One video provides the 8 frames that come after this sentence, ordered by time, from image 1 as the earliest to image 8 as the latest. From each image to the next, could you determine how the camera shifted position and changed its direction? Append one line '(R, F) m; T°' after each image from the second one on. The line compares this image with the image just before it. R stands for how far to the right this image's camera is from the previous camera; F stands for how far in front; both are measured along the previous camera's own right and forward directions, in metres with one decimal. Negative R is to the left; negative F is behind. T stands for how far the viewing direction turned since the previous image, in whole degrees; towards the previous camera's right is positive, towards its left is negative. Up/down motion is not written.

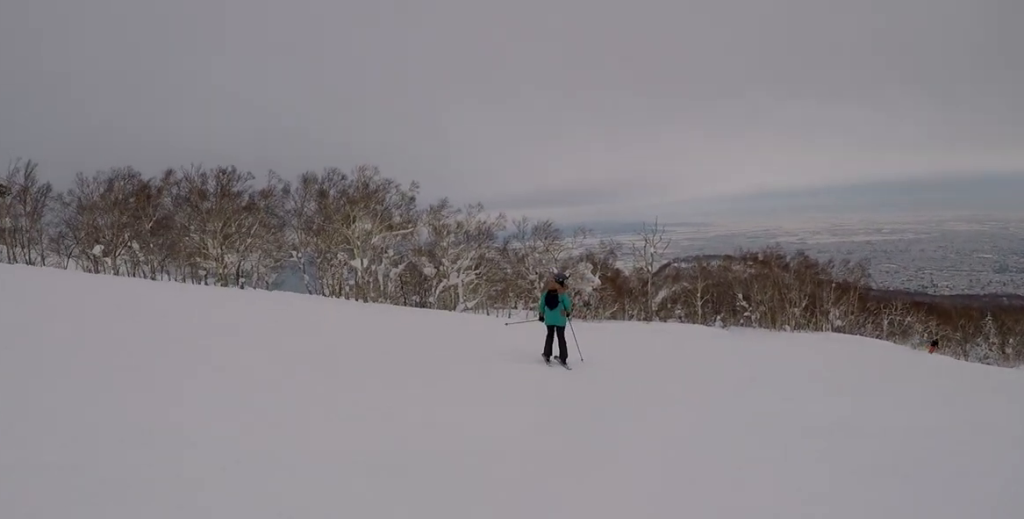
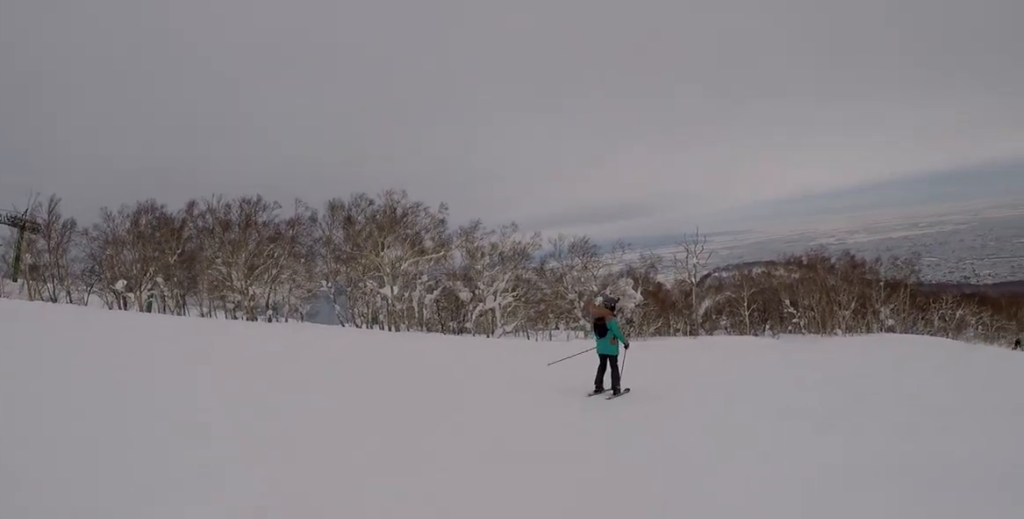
(+1.0, +2.2) m; +1°
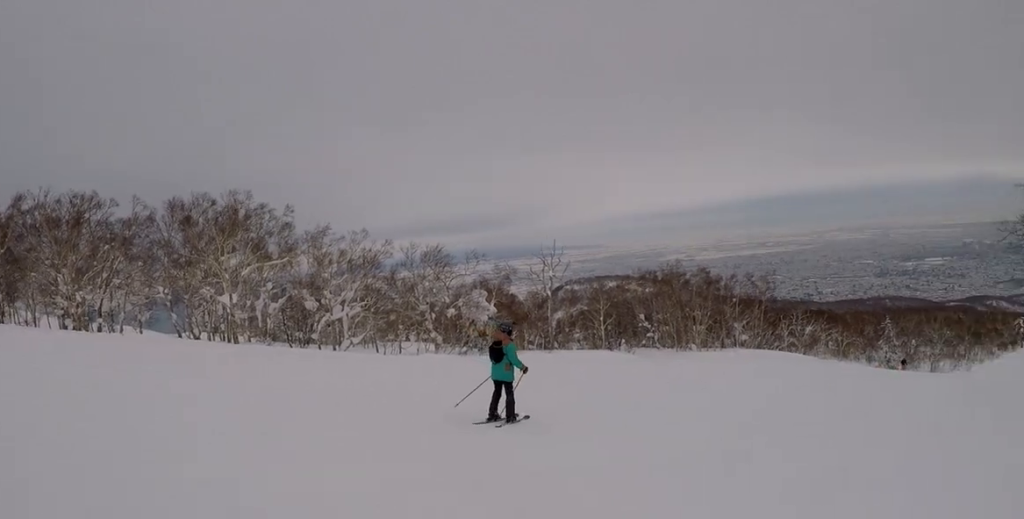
(-0.6, +2.3) m; -7°
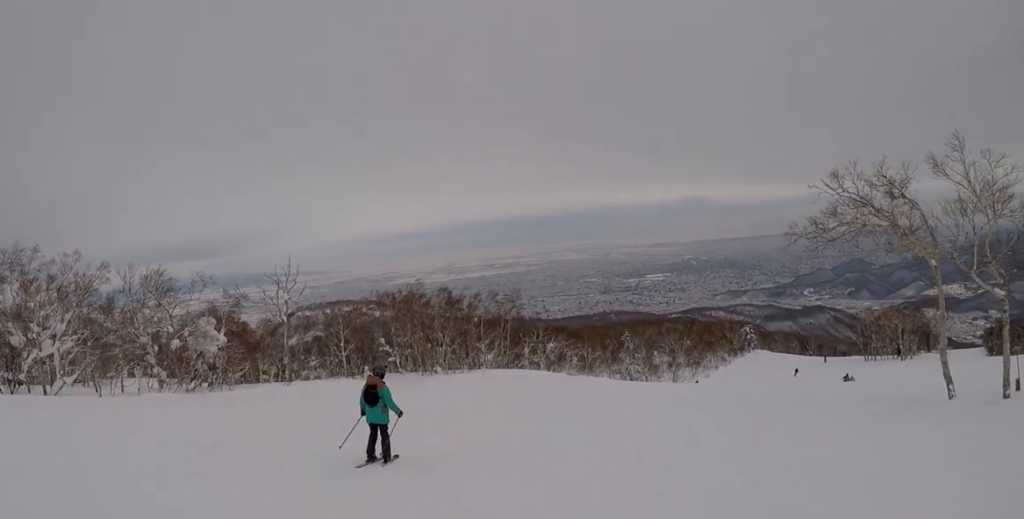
(-0.6, +5.1) m; +7°
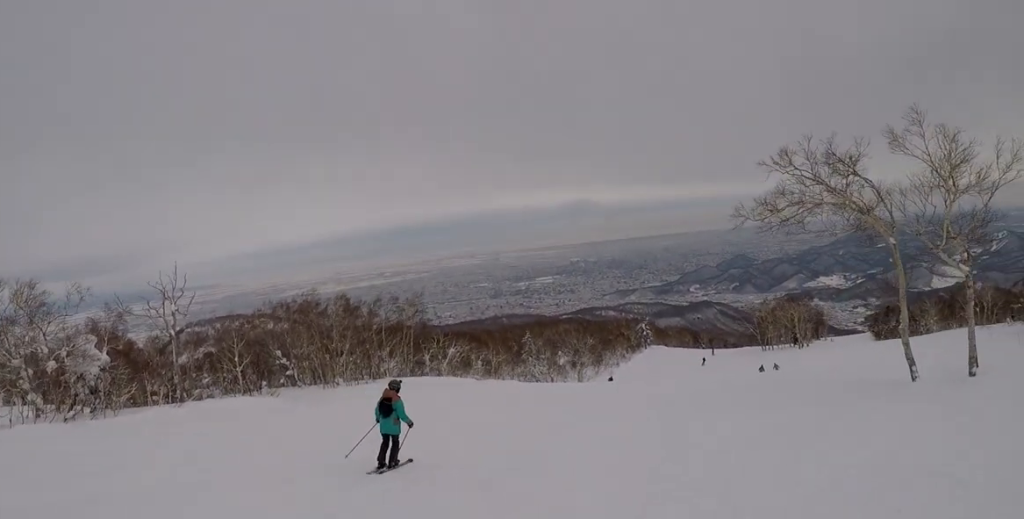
(+0.5, +3.7) m; +20°
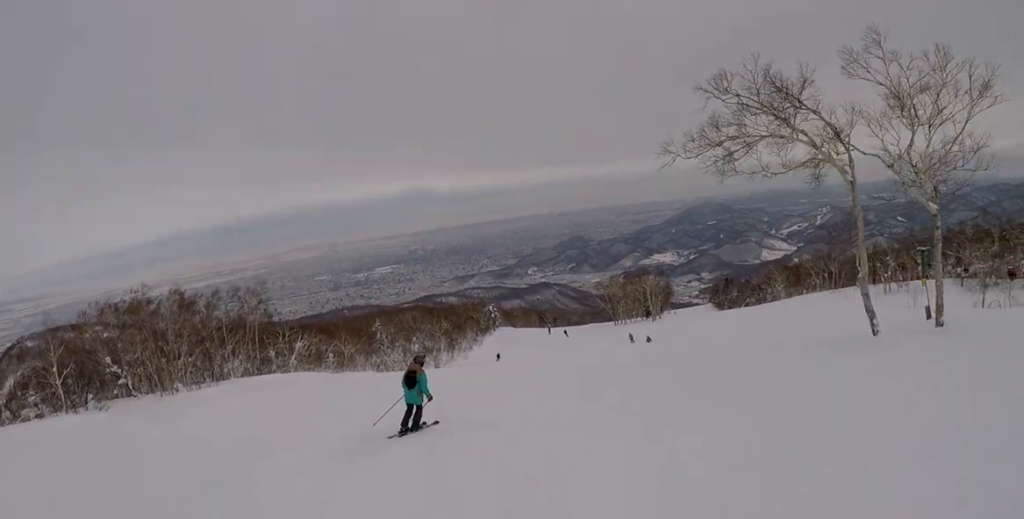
(+1.6, +5.4) m; +25°
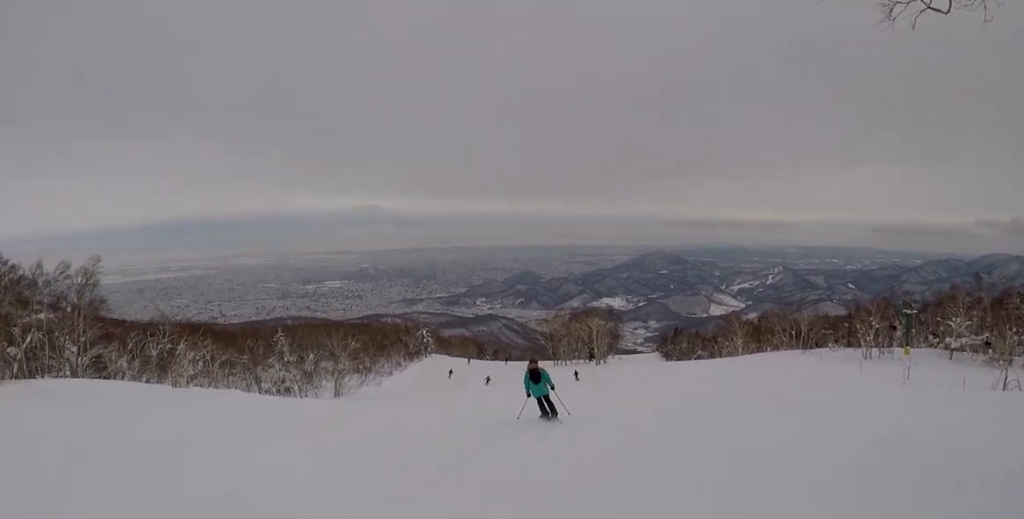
(+0.2, +14.9) m; -14°
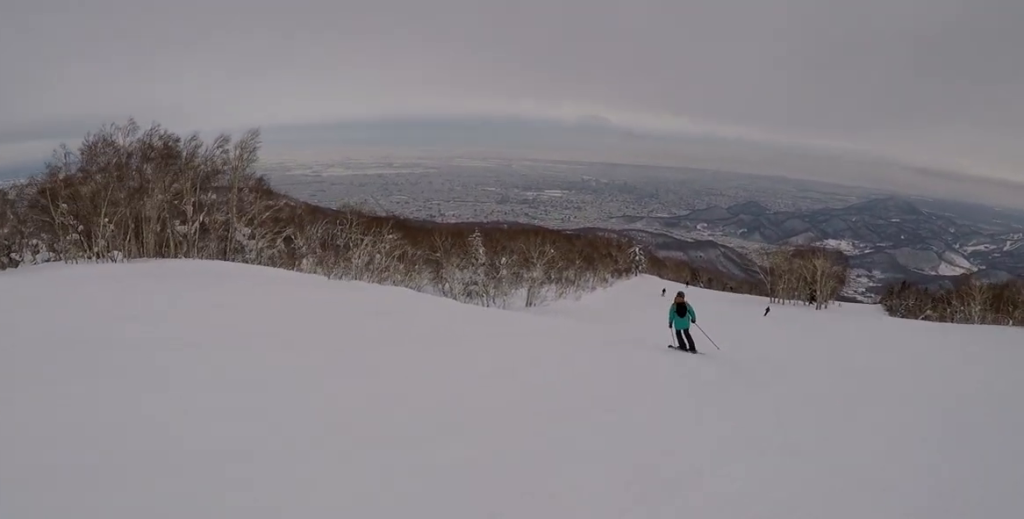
(-0.5, +7.0) m; +3°
